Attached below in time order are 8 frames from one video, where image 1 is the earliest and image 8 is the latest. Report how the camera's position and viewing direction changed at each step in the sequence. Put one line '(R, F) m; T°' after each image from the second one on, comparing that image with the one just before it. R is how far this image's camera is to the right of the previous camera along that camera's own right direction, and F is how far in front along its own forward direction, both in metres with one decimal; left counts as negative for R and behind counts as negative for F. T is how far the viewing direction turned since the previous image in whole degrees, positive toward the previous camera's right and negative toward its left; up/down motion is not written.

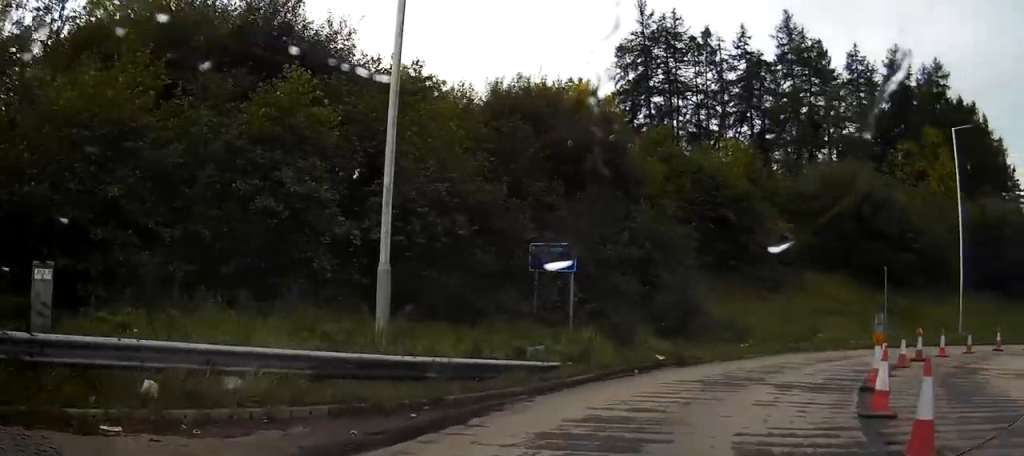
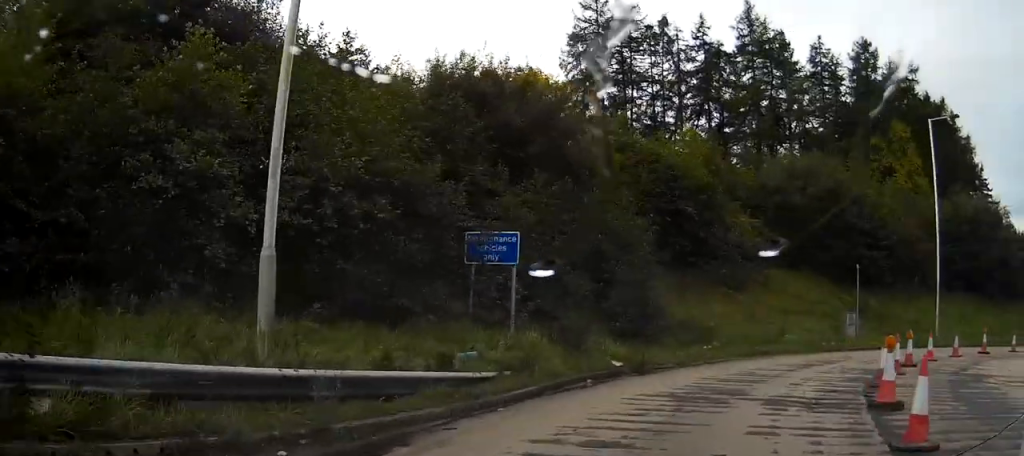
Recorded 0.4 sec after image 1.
(0.0, +2.4) m; +5°
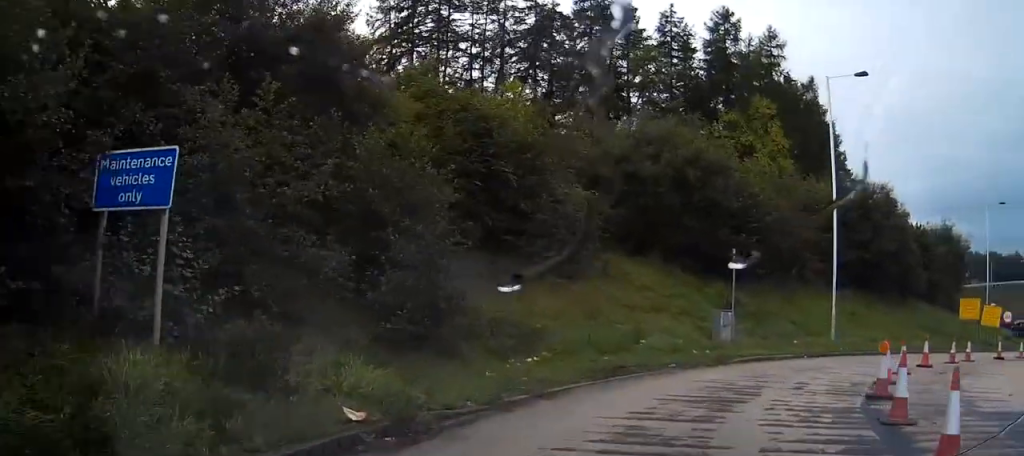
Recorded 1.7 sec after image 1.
(+1.1, +8.0) m; +15°
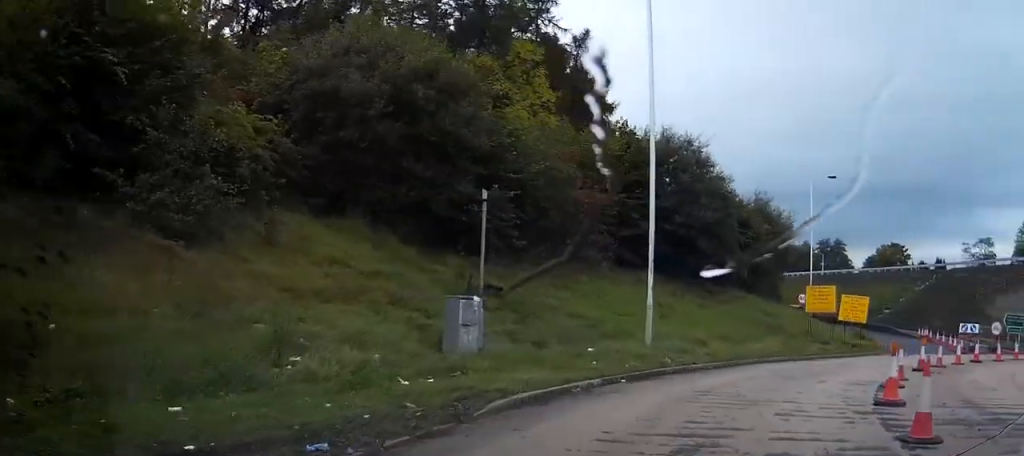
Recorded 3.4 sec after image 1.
(+1.8, +11.4) m; +17°
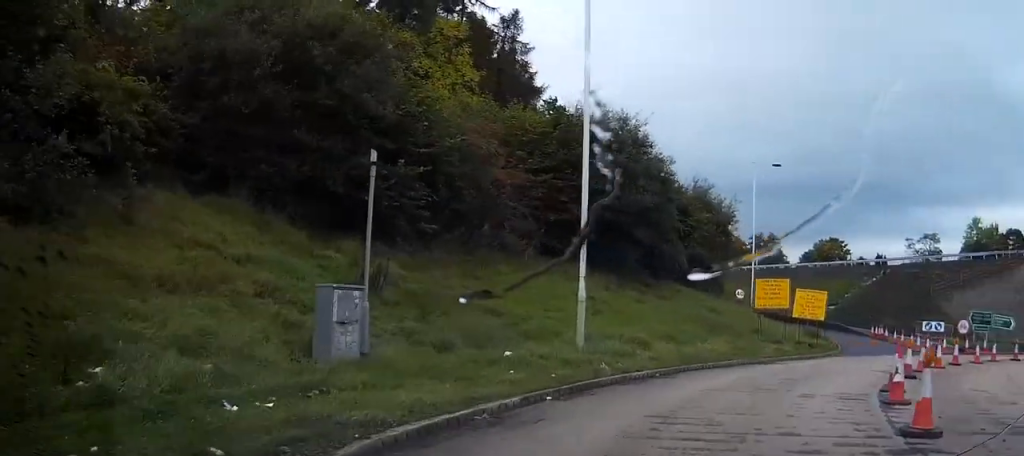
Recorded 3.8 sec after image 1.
(+0.2, +3.6) m; +5°
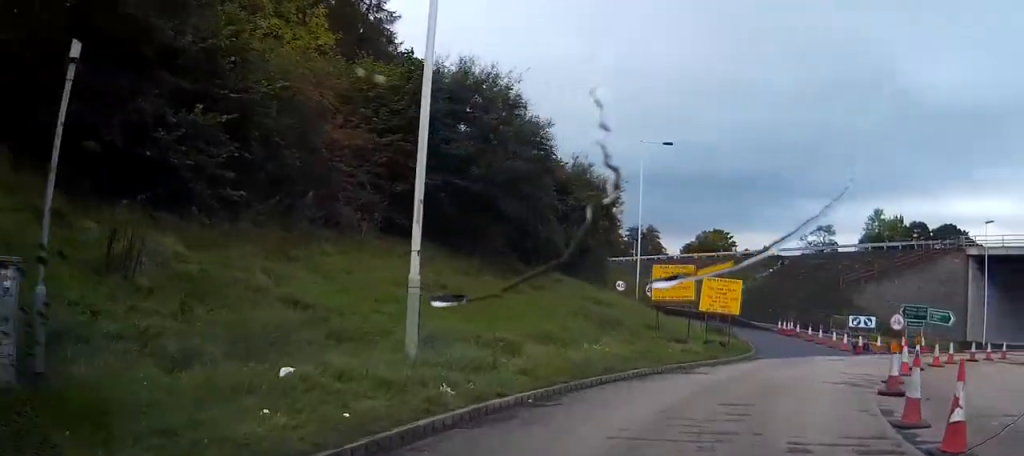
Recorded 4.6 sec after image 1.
(+0.3, +5.6) m; +8°
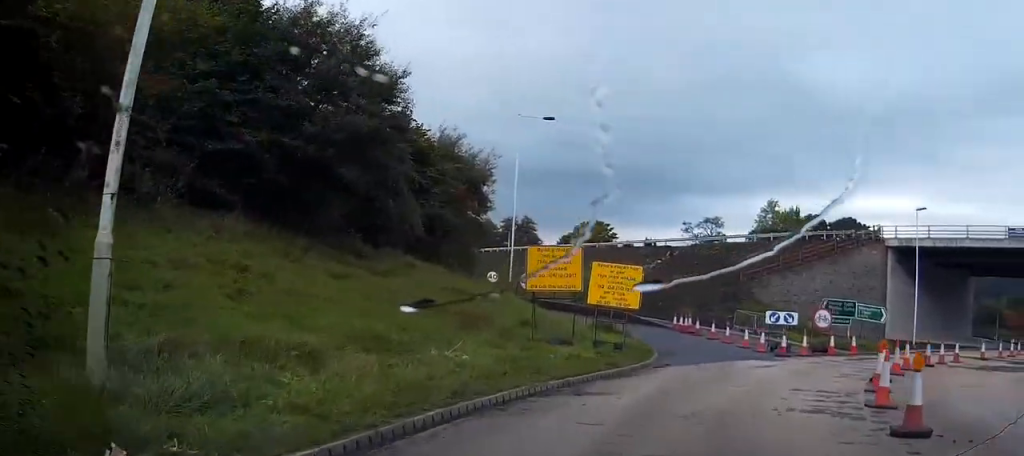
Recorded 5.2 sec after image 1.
(+0.3, +5.2) m; +8°
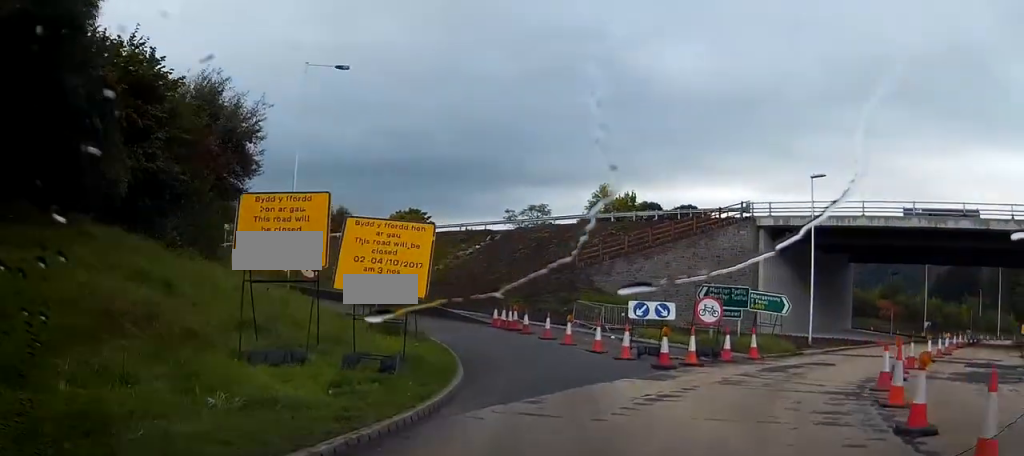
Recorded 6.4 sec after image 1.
(+0.9, +8.8) m; +11°
